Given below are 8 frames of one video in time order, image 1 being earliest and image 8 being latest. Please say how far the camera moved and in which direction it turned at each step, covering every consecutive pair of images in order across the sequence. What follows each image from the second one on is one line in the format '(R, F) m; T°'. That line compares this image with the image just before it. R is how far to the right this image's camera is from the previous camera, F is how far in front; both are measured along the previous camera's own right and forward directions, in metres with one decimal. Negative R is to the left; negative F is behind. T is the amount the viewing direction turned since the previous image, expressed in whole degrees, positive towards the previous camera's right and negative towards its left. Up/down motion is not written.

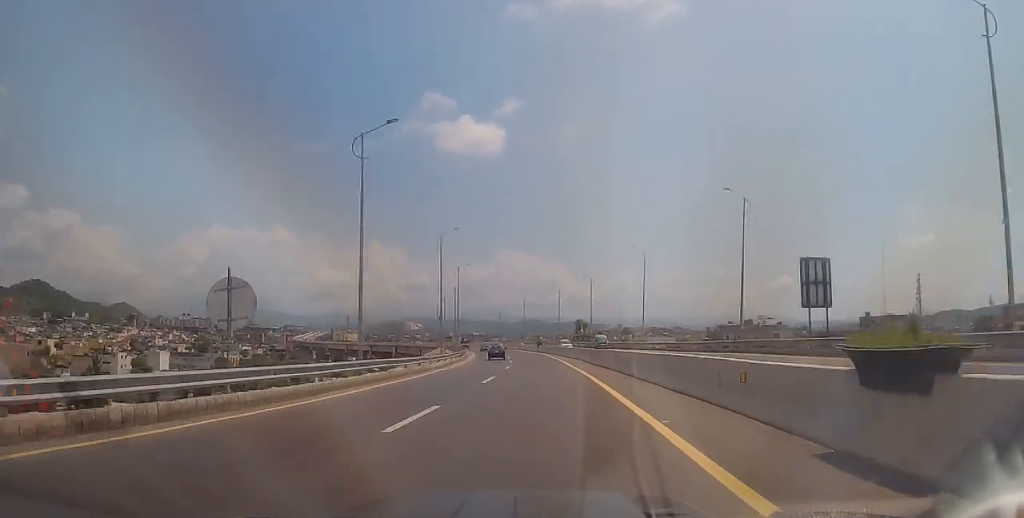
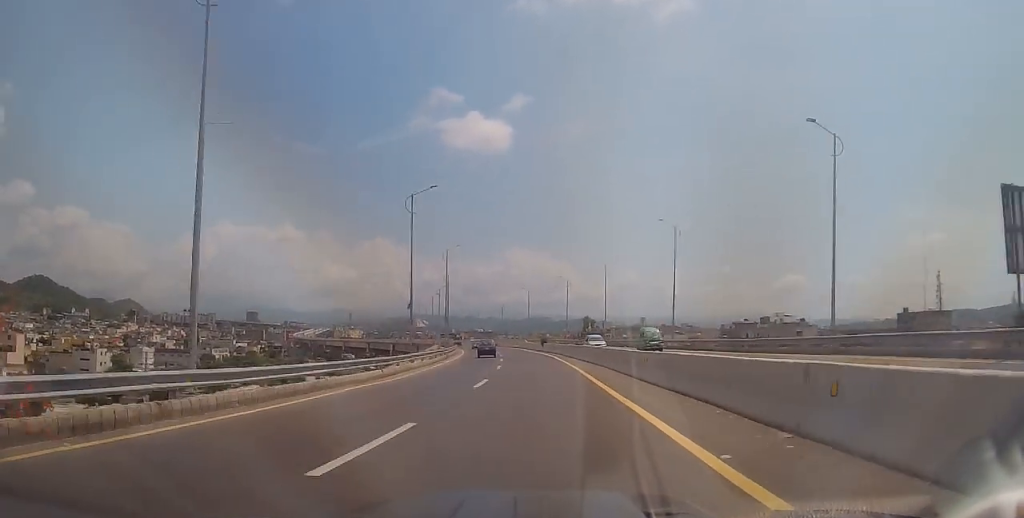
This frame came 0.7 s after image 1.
(-0.4, +15.2) m; 0°
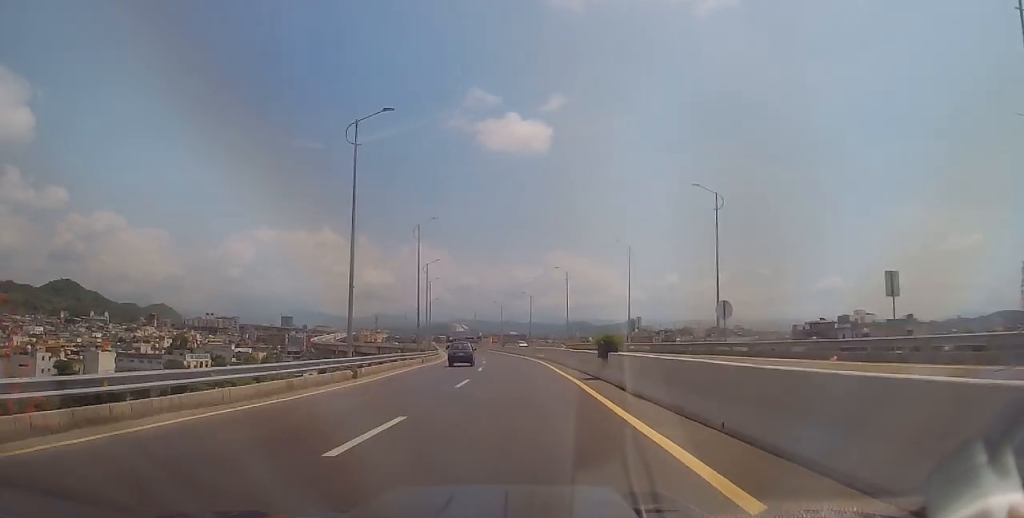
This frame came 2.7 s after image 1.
(-1.1, +45.1) m; -4°
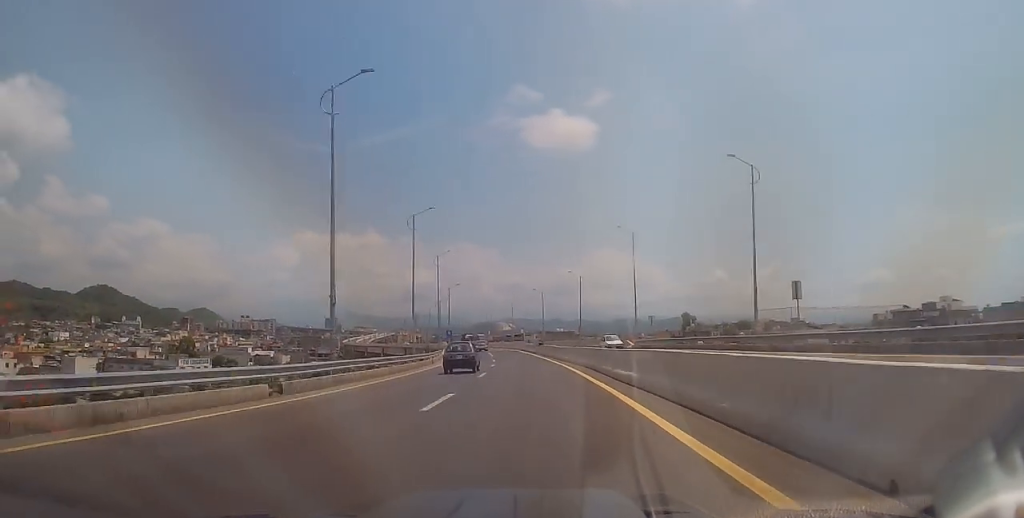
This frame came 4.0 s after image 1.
(-0.4, +31.1) m; -3°
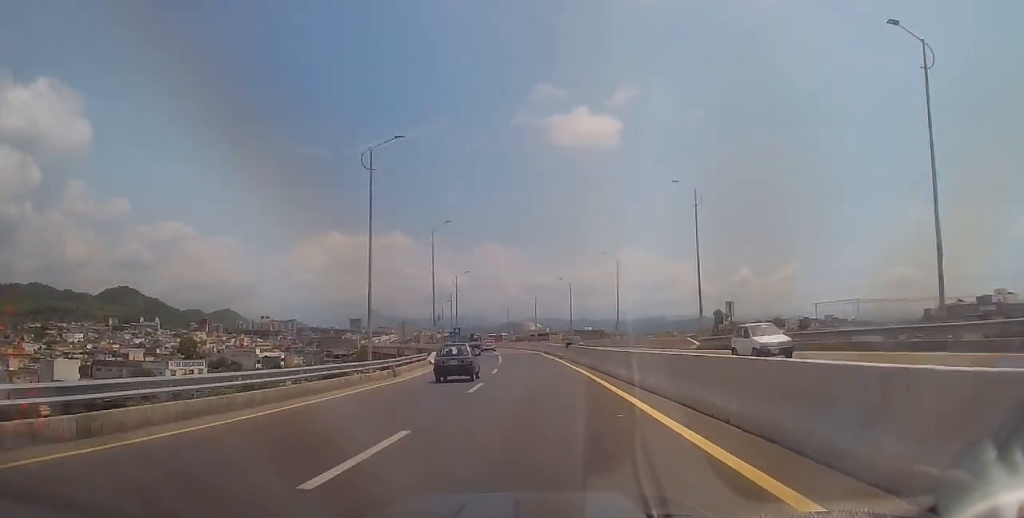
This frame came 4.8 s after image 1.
(-0.3, +18.3) m; -3°
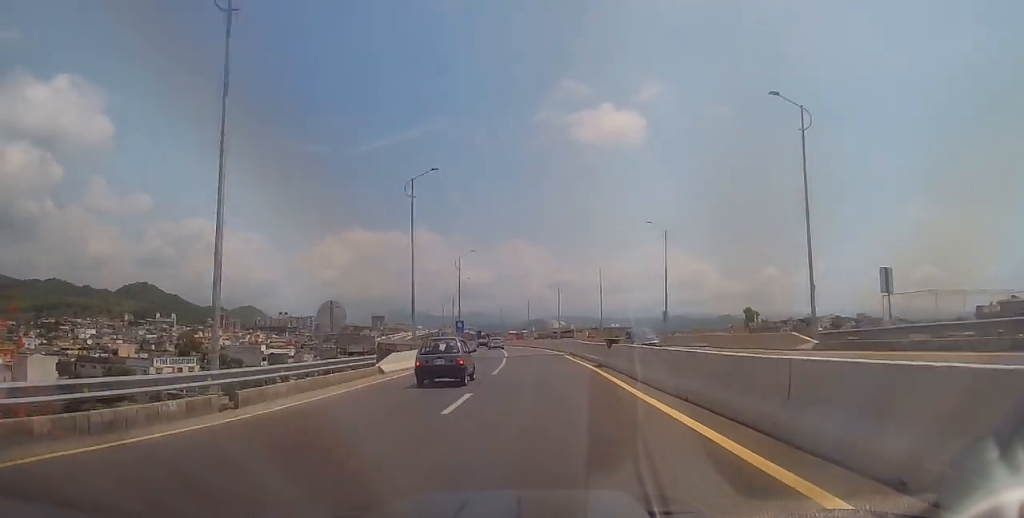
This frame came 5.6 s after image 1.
(-0.8, +17.5) m; -2°
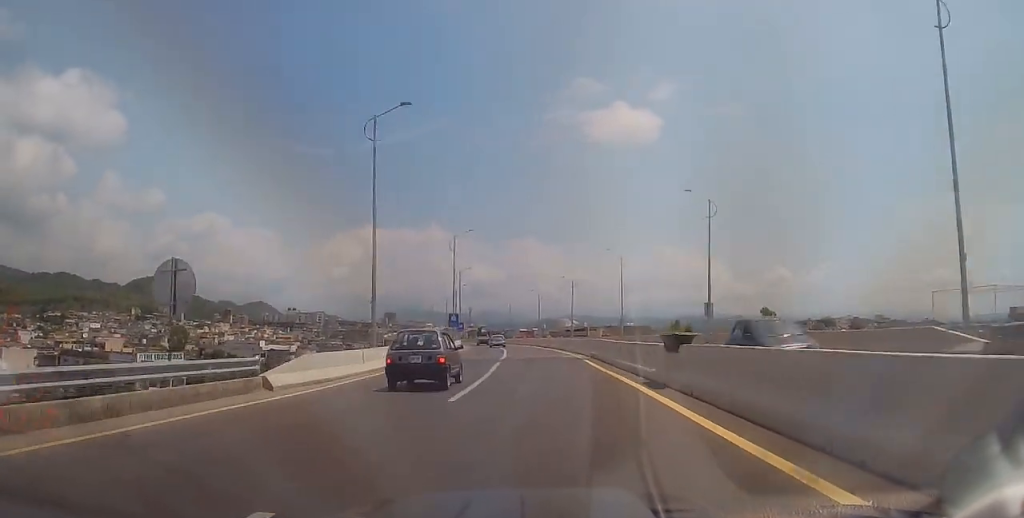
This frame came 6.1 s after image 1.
(-0.1, +11.4) m; 0°
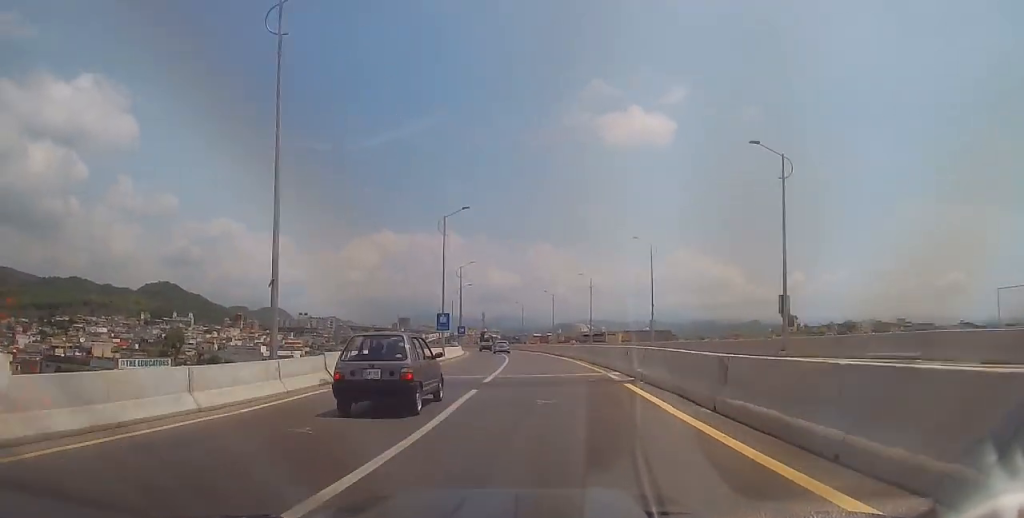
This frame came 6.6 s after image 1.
(0.0, +12.1) m; 0°
